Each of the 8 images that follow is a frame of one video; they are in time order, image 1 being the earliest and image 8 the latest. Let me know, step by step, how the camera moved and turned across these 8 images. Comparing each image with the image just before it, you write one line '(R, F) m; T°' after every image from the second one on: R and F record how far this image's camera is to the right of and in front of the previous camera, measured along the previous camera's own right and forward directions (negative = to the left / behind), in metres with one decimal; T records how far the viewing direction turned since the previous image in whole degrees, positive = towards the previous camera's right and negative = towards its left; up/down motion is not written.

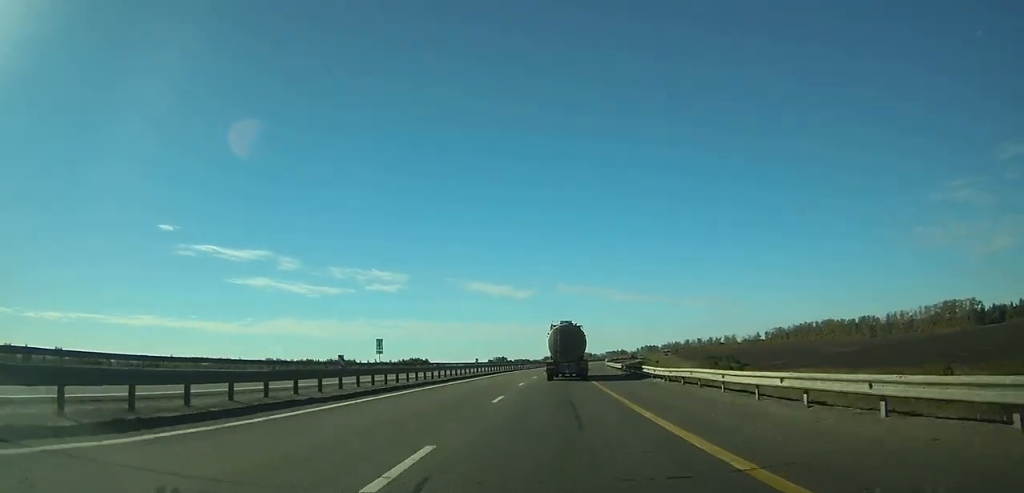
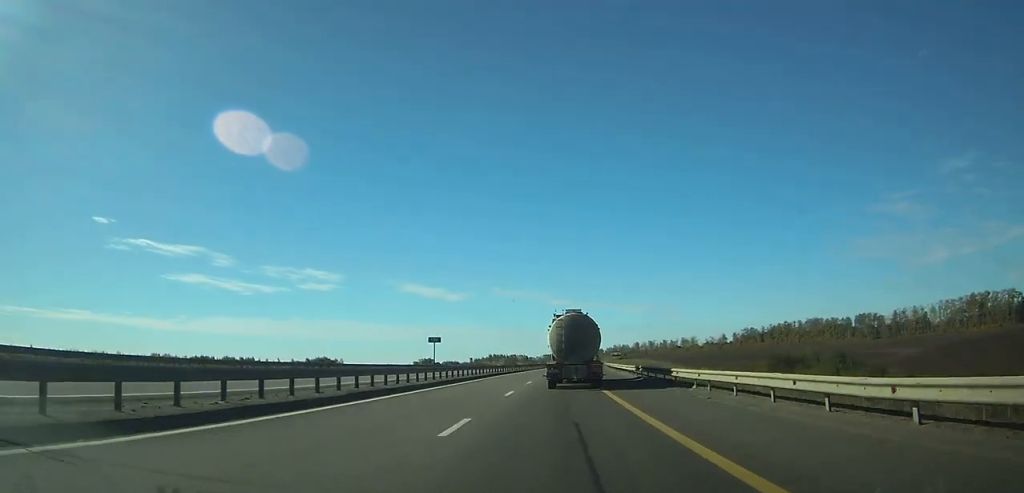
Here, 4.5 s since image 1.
(+5.6, +115.4) m; +6°
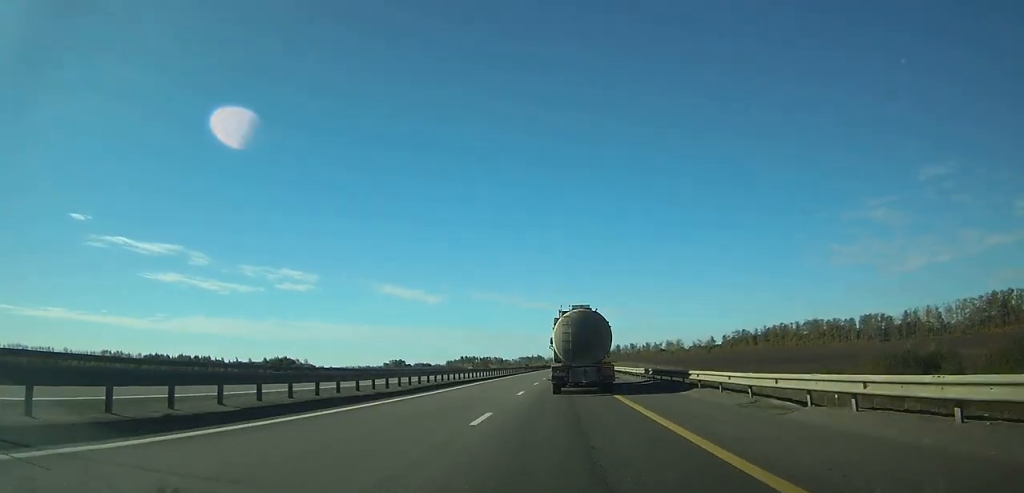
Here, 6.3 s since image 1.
(+1.2, +46.1) m; +3°
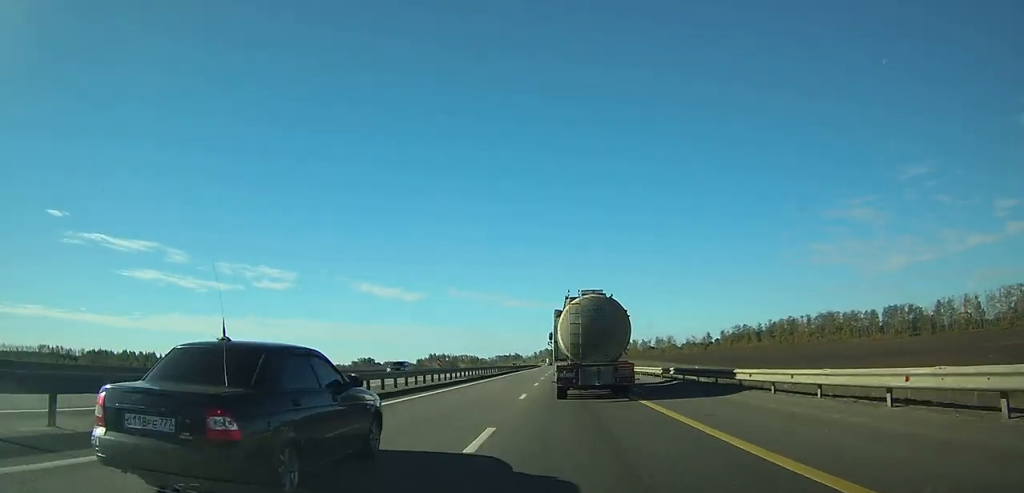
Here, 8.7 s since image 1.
(+2.0, +63.0) m; +3°
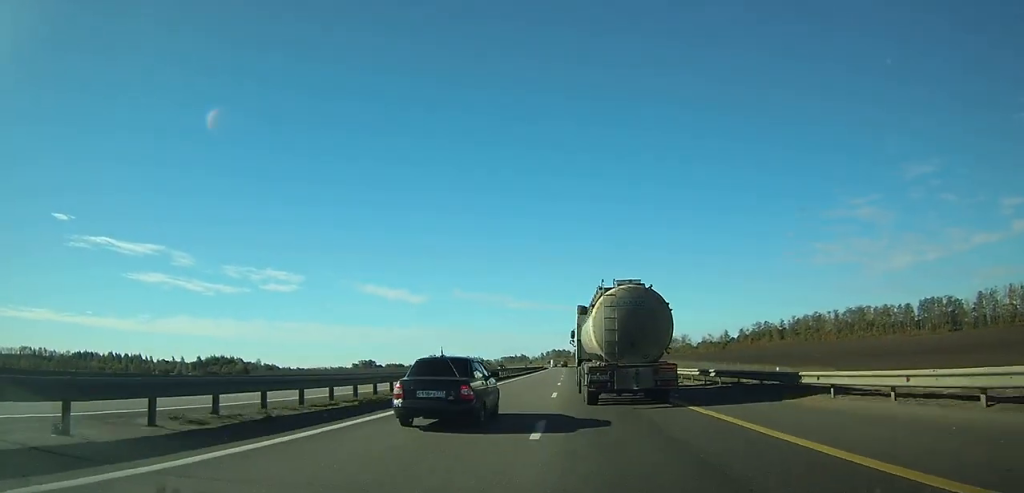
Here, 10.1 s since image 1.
(+0.5, +34.1) m; 0°
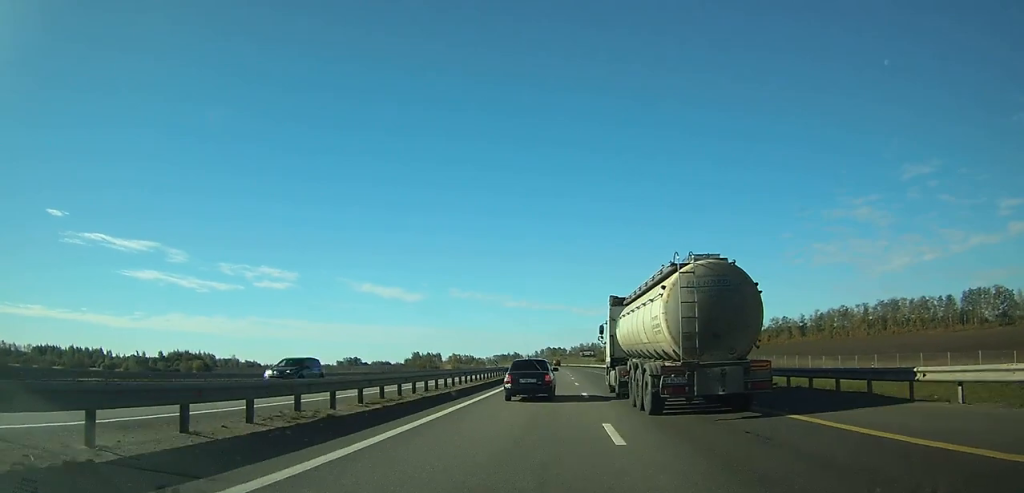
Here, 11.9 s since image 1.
(0.0, +48.1) m; 0°
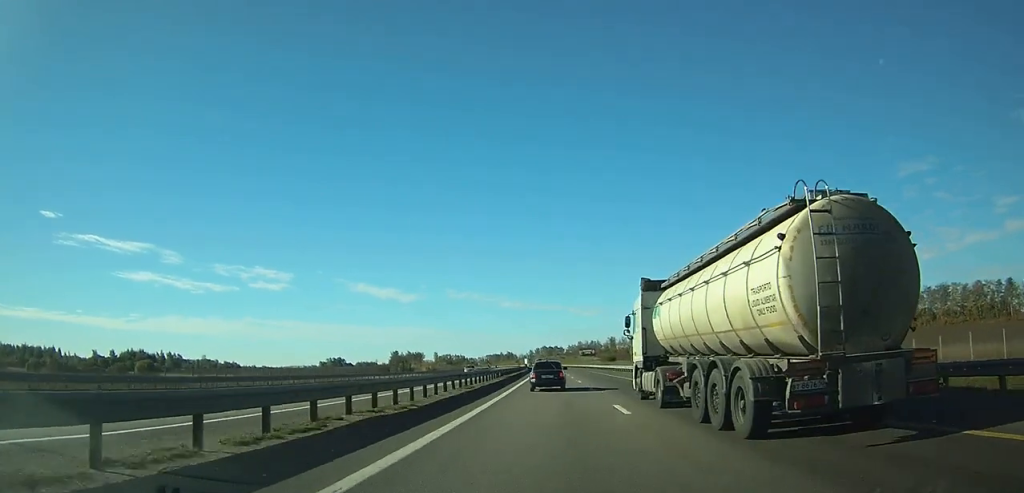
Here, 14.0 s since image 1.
(-0.2, +53.7) m; 0°
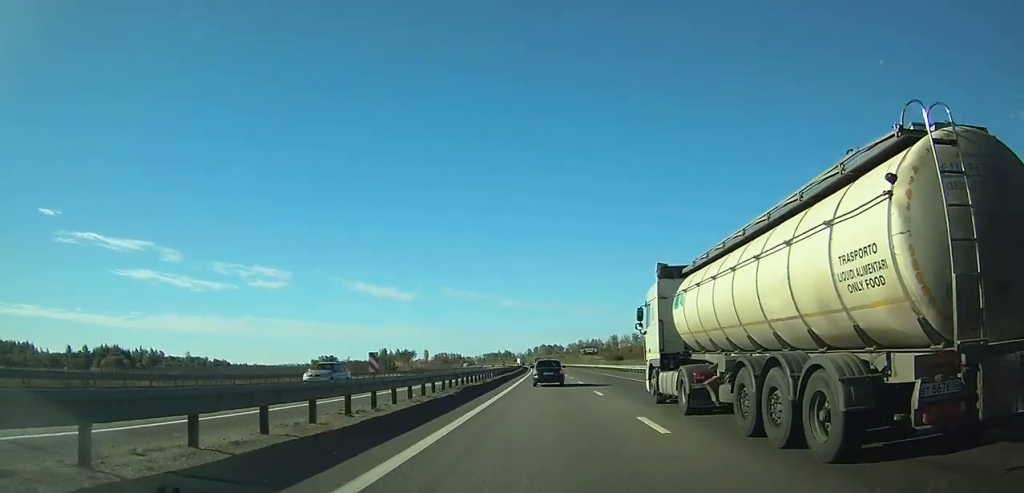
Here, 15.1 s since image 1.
(0.0, +27.9) m; 0°
